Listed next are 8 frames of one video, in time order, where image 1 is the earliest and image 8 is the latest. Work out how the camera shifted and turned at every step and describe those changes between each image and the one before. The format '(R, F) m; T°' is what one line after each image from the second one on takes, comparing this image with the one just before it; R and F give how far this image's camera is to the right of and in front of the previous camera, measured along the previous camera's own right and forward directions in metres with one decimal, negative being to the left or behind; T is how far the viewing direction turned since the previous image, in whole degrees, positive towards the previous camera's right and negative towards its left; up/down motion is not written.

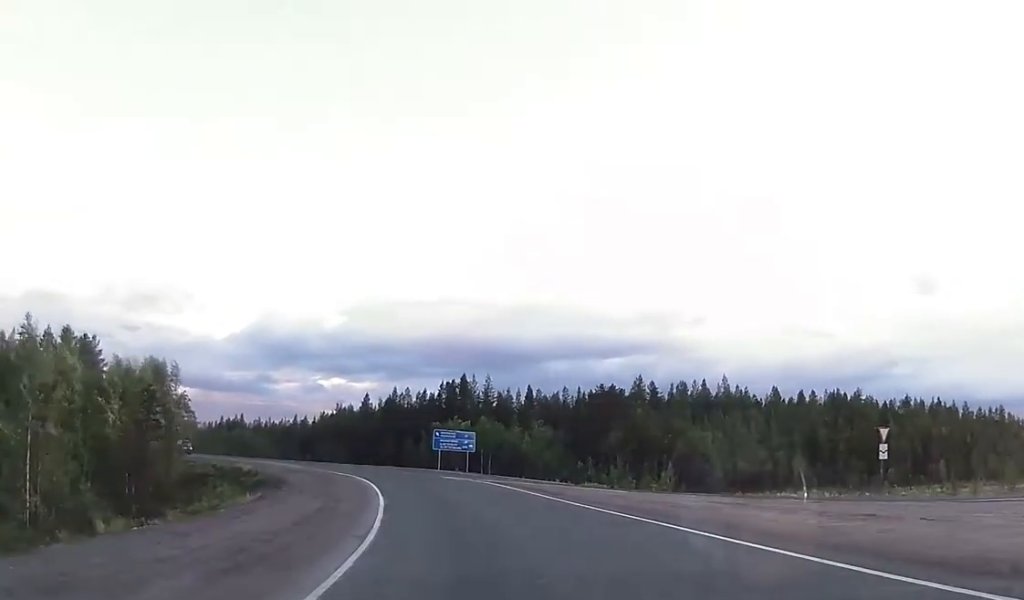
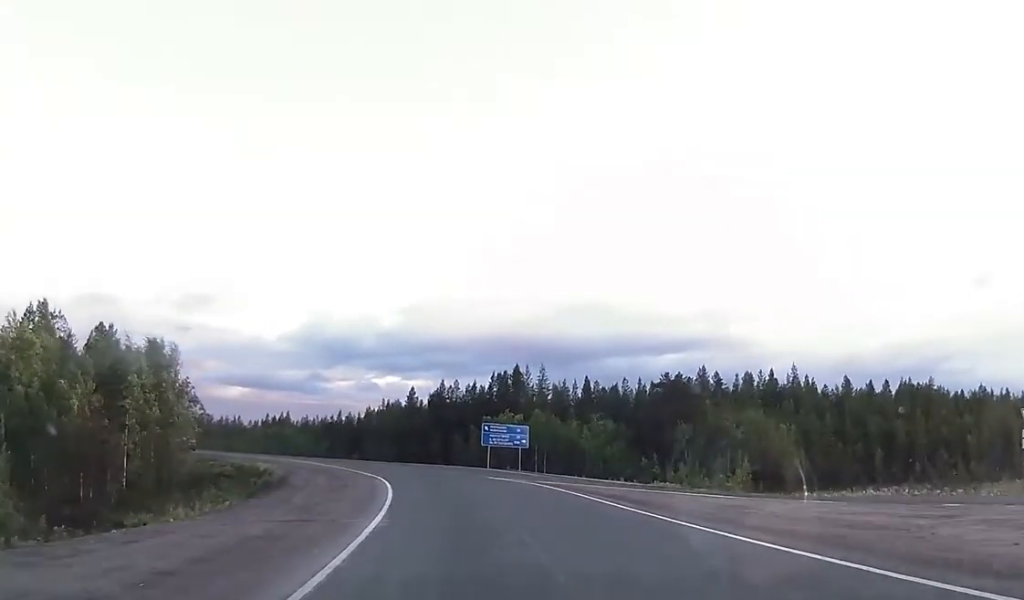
(+0.1, +7.4) m; -4°
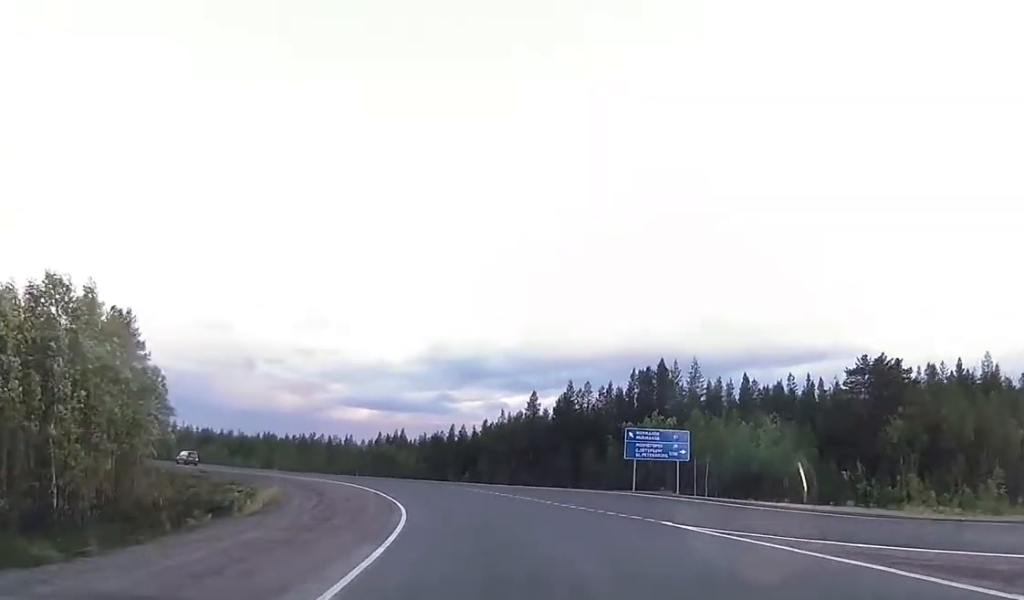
(-2.0, +19.7) m; -14°
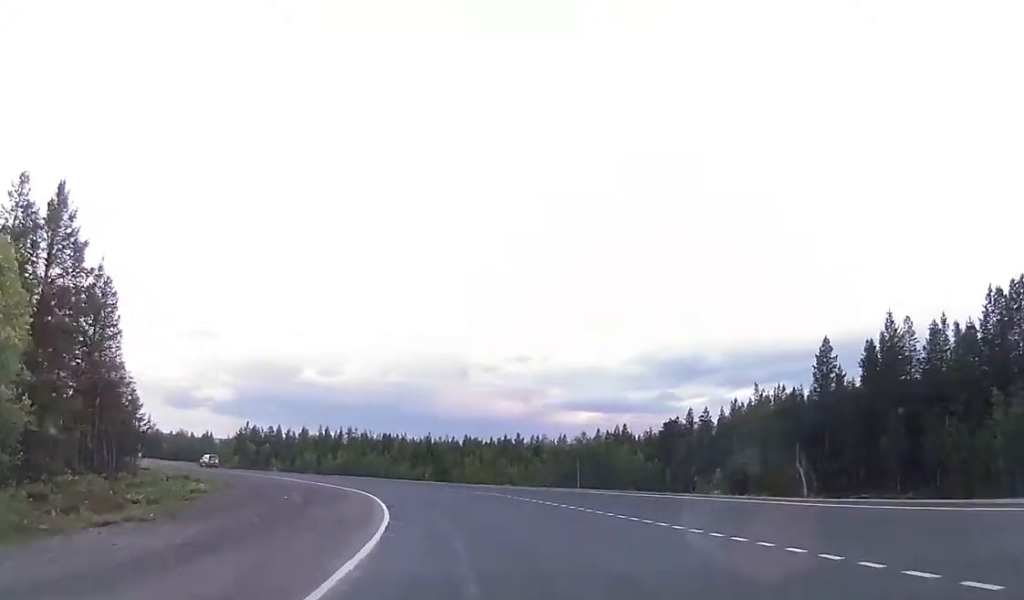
(-4.7, +33.2) m; -13°
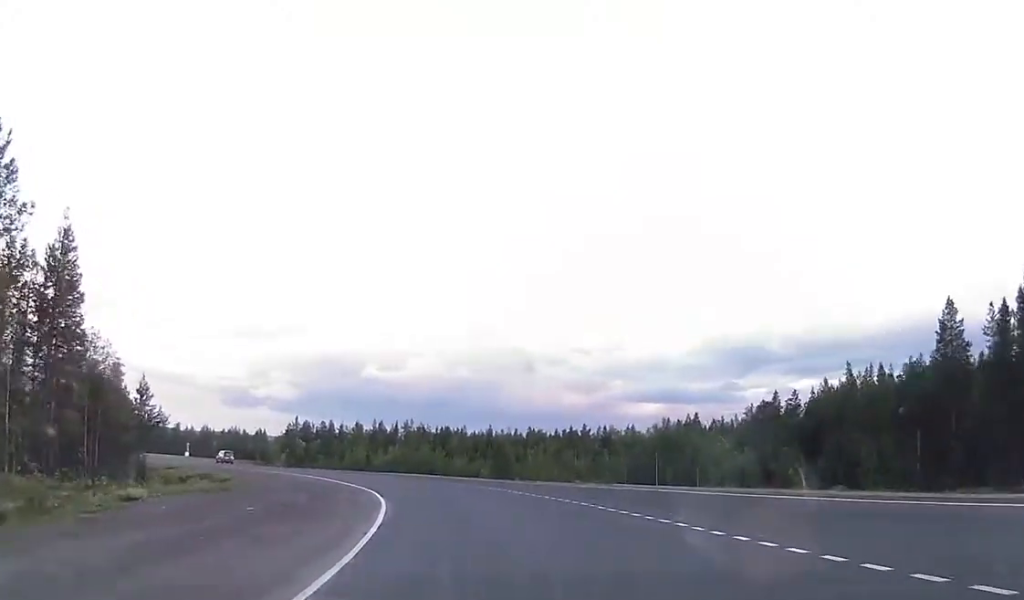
(-0.4, +9.5) m; -6°
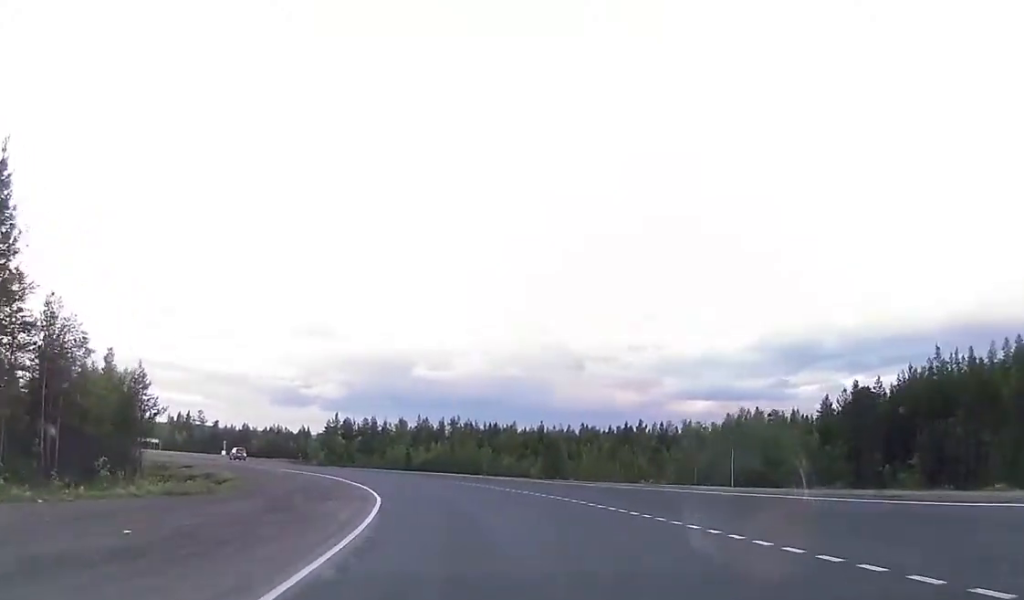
(0.0, +8.5) m; -5°
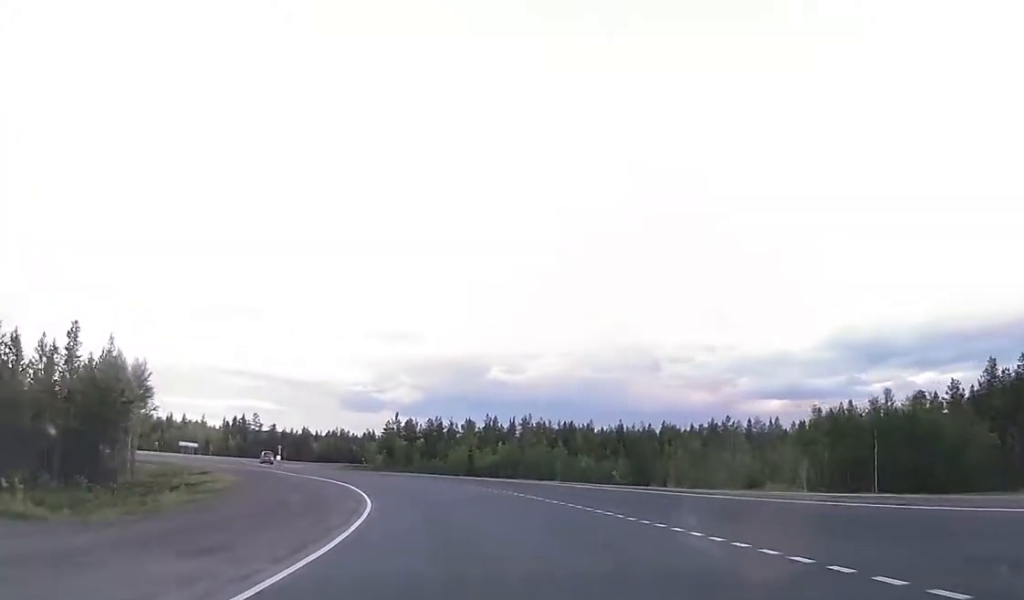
(-1.3, +13.0) m; -7°
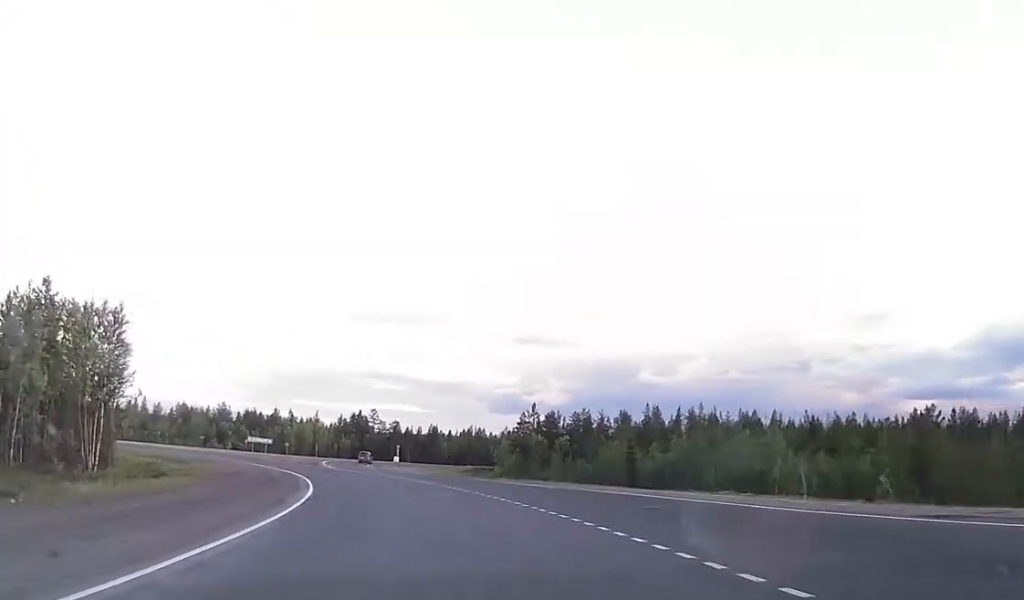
(-2.9, +28.4) m; -11°
